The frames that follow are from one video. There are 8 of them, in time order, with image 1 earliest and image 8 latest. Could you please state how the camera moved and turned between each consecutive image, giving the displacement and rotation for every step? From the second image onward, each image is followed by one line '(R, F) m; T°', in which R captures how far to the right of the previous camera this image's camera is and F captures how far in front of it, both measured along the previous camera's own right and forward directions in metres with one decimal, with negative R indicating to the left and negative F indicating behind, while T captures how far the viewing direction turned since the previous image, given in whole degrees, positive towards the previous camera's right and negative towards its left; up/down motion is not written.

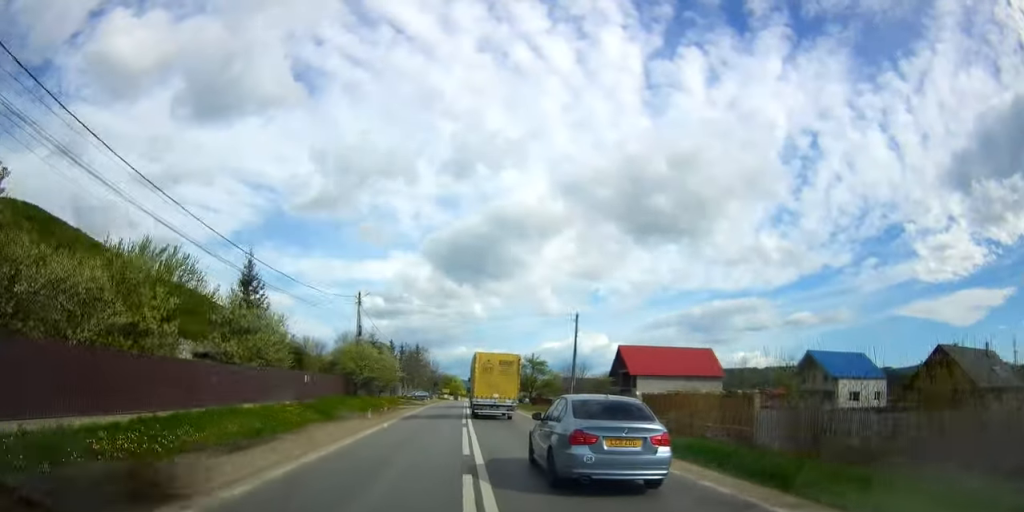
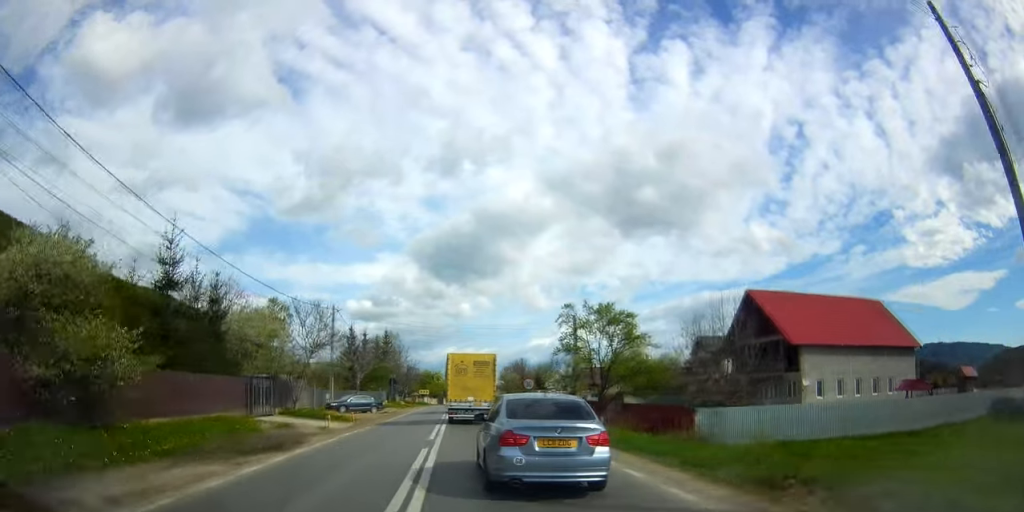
(+1.1, +46.4) m; +2°
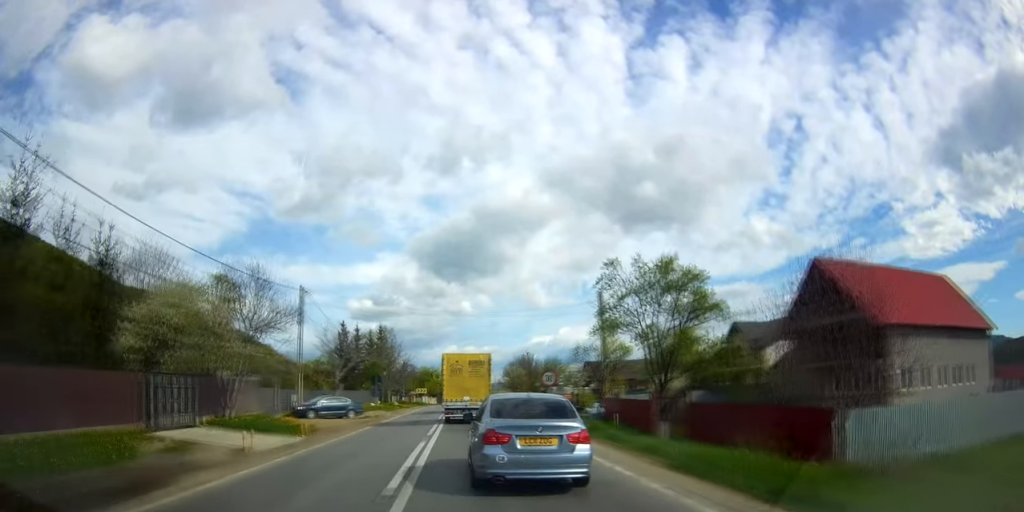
(-0.3, +9.4) m; +1°
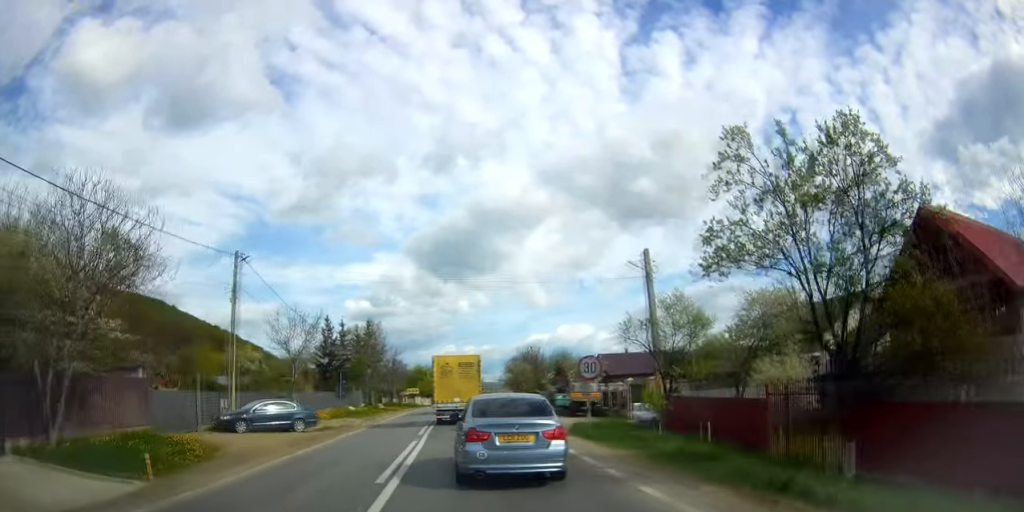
(+0.4, +10.9) m; 0°
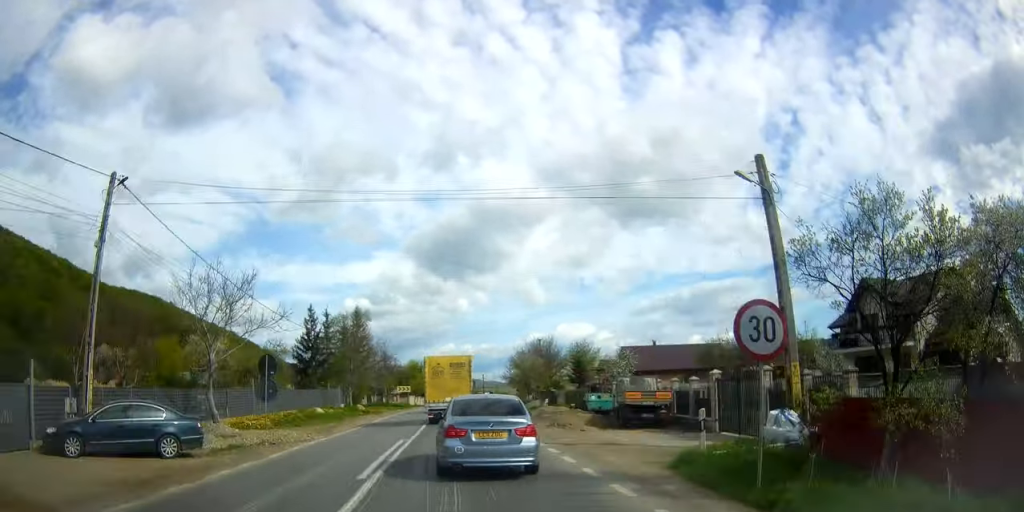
(-0.2, +11.9) m; -1°
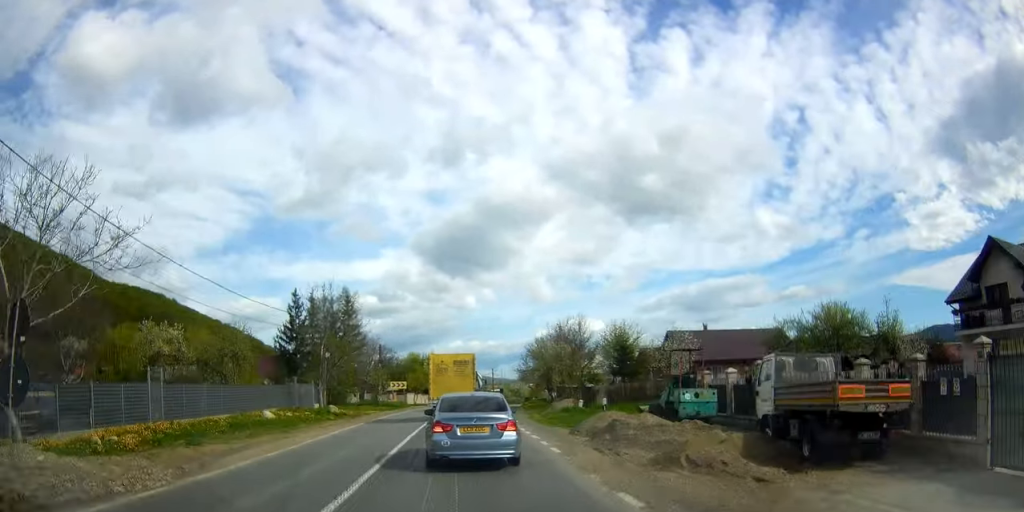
(-0.2, +13.0) m; 0°
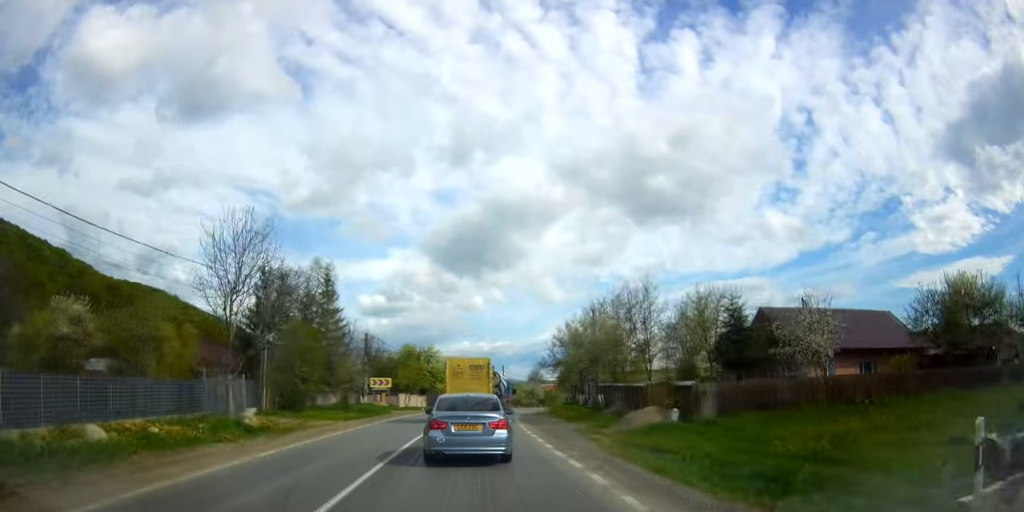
(+0.3, +16.4) m; 0°
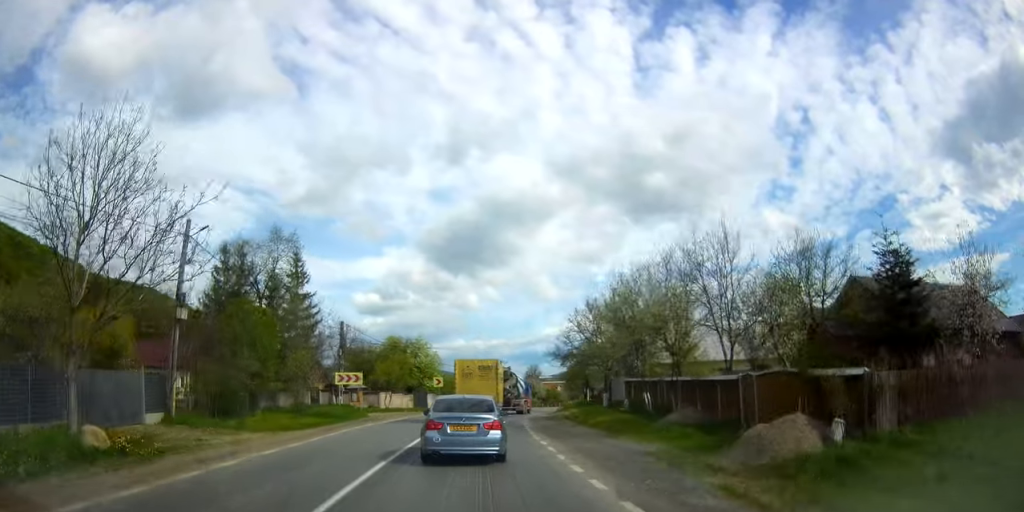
(-0.1, +10.7) m; -1°
